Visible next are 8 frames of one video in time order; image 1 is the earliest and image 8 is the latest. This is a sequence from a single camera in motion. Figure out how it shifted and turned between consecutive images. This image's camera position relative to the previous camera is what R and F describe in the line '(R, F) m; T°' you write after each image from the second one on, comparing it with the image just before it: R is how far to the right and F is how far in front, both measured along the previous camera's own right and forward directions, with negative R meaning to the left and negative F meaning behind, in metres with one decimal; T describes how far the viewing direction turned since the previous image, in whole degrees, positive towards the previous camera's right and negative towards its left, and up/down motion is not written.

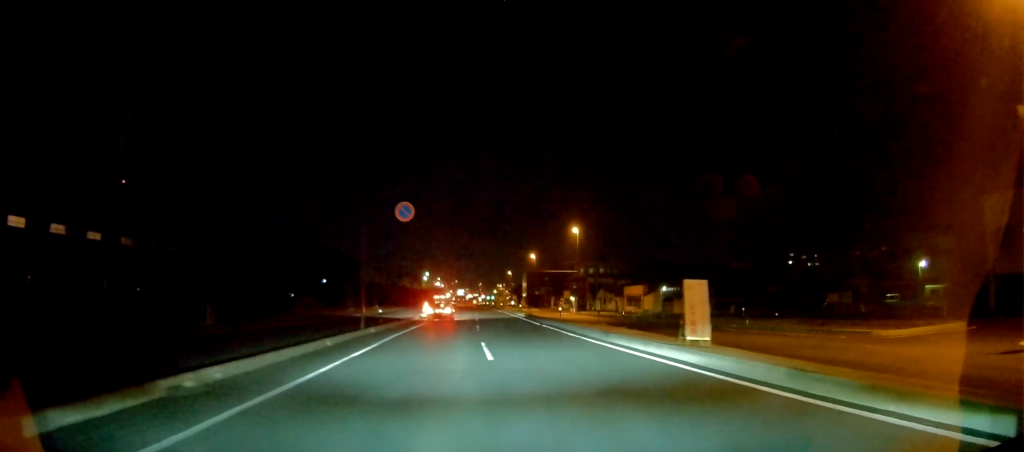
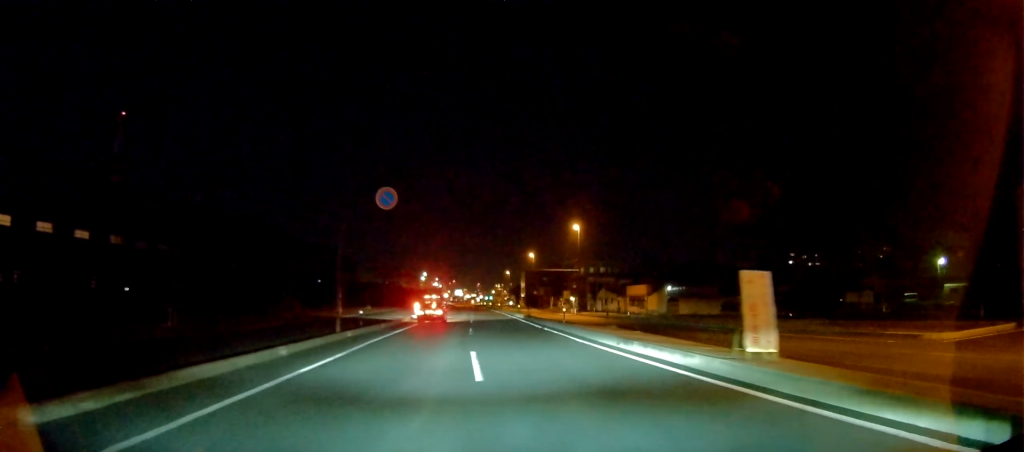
(0.0, +3.9) m; +1°
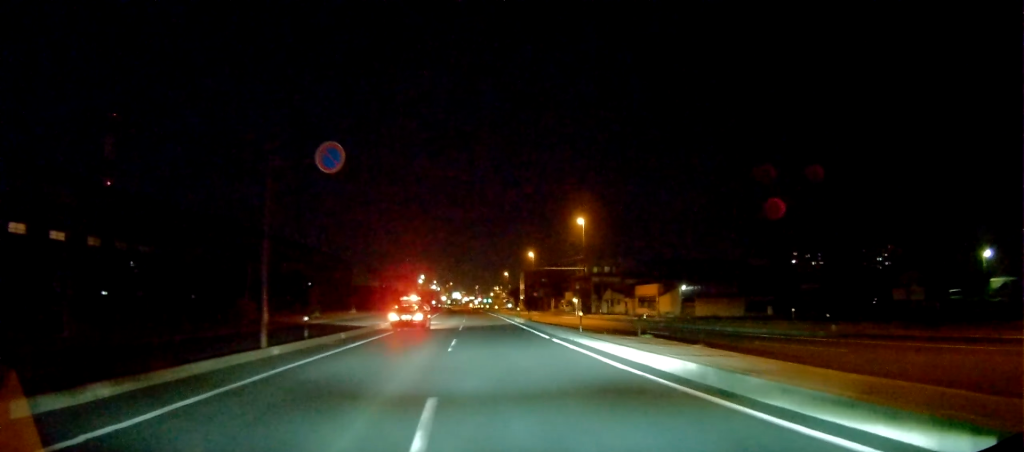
(+0.1, +7.8) m; 0°
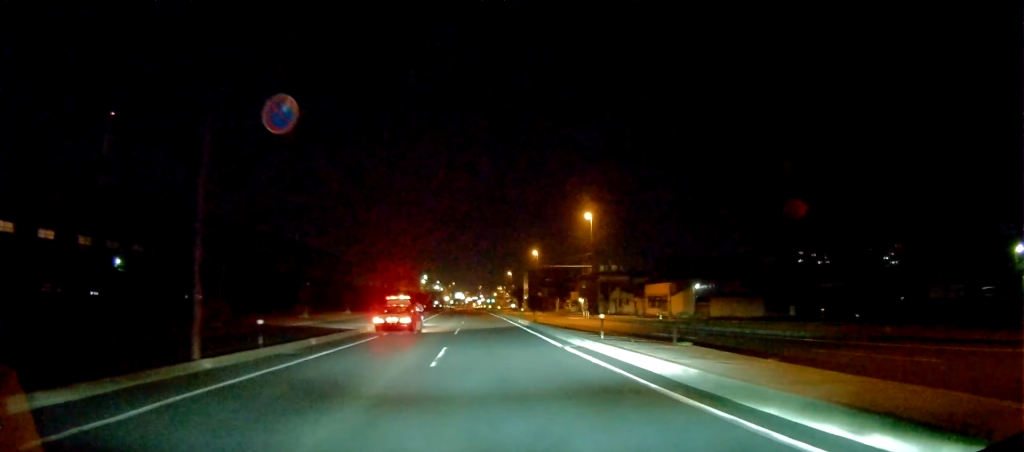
(+0.1, +4.6) m; -2°
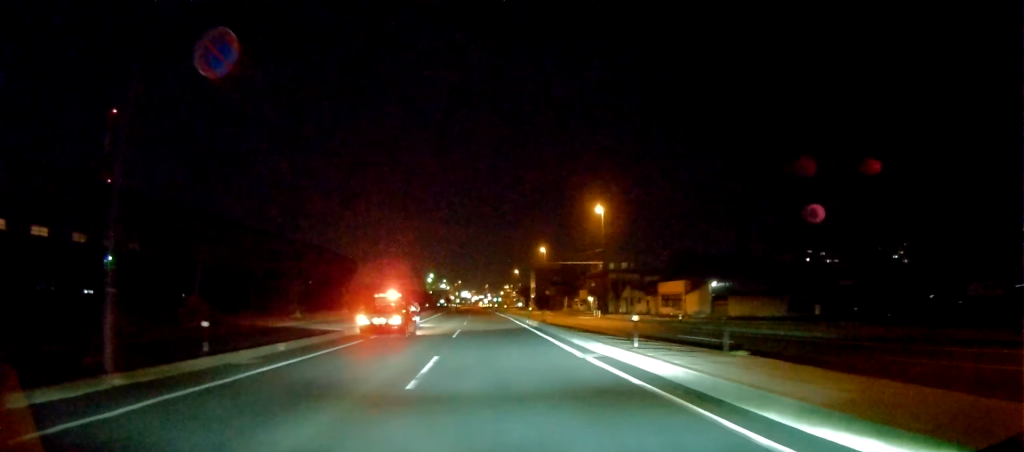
(0.0, +3.8) m; -1°
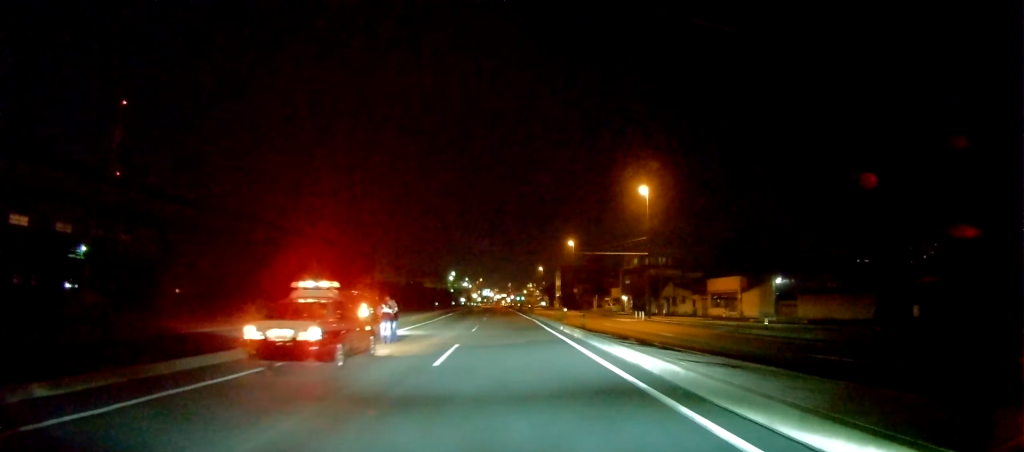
(-0.4, +11.3) m; 0°
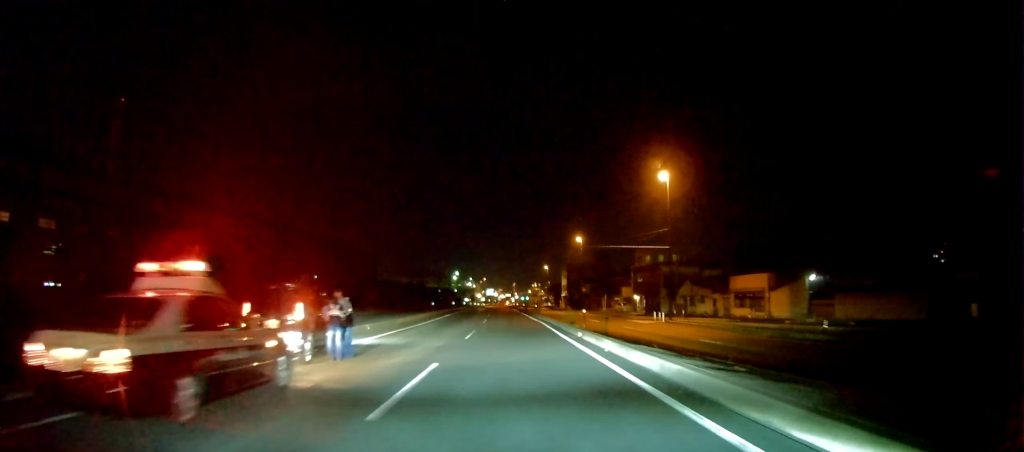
(+0.4, +6.3) m; +1°
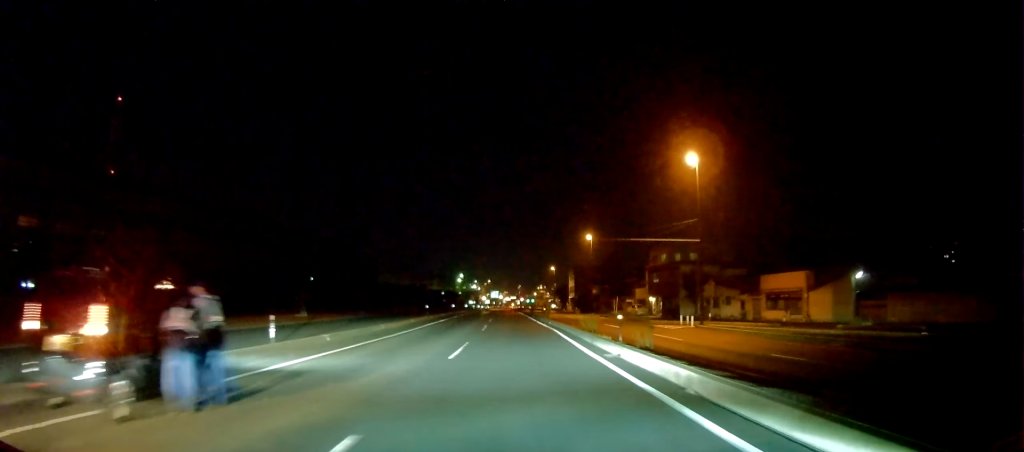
(-0.3, +7.1) m; -2°
